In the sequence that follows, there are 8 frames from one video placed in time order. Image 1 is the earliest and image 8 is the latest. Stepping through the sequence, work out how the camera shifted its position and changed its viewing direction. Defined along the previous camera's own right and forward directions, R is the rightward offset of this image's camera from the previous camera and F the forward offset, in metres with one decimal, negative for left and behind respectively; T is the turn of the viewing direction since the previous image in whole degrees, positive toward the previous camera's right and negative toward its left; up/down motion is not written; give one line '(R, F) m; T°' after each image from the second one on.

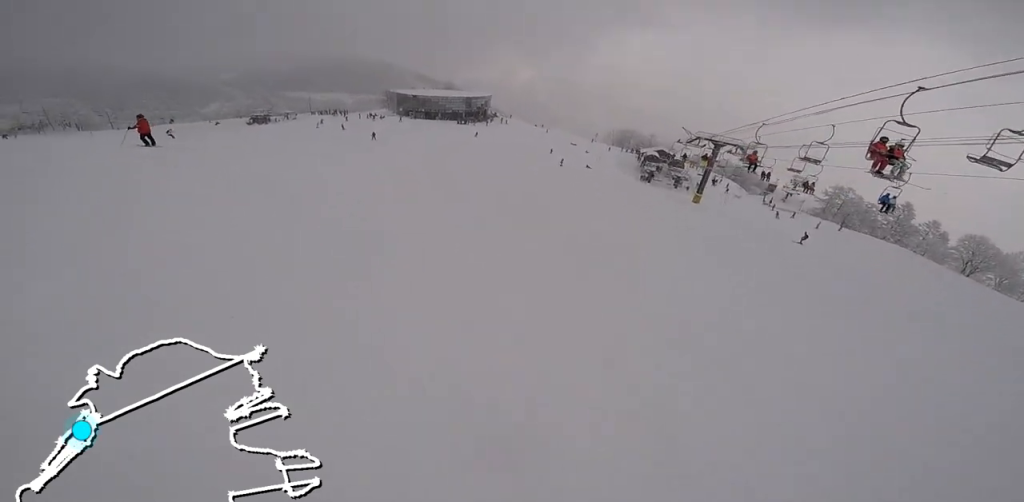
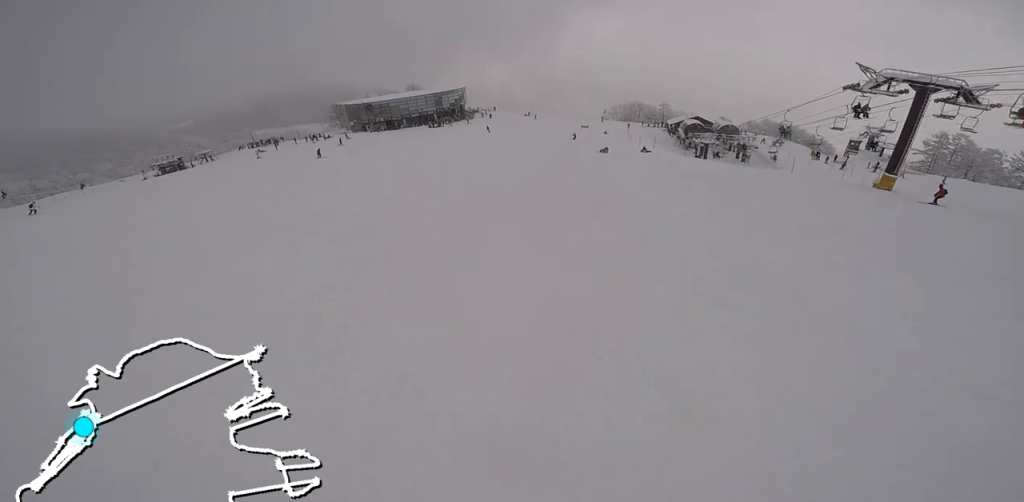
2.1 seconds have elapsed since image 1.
(-1.1, +27.5) m; +2°
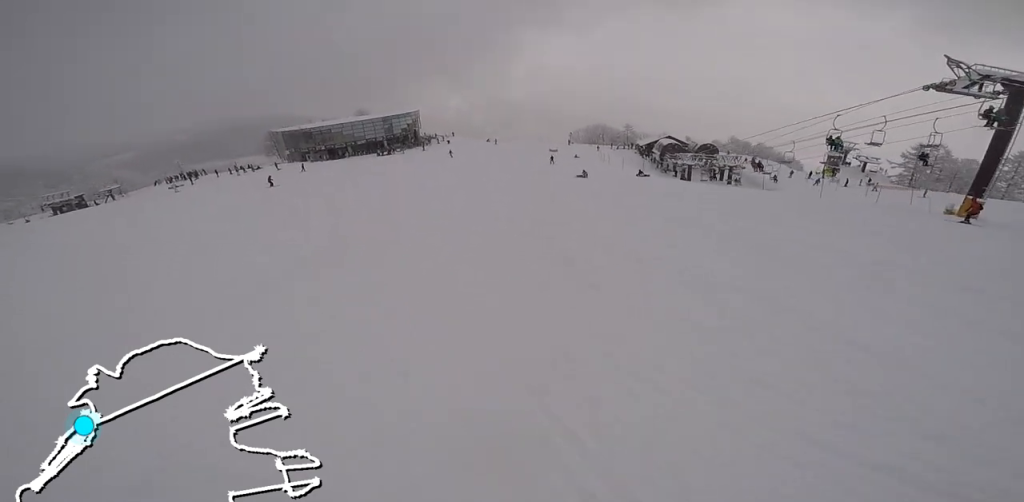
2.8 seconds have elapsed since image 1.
(+0.6, +10.1) m; +5°
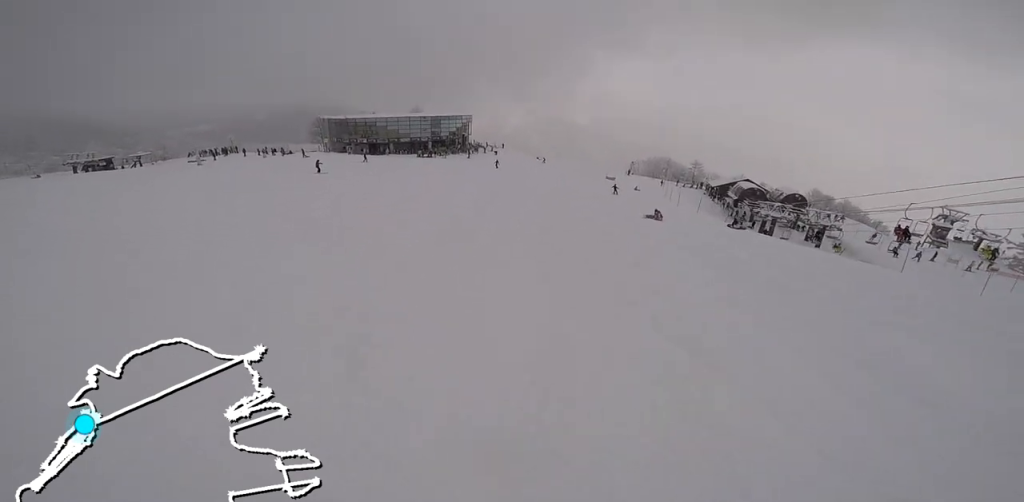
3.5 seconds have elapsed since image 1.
(+0.4, +9.2) m; +2°
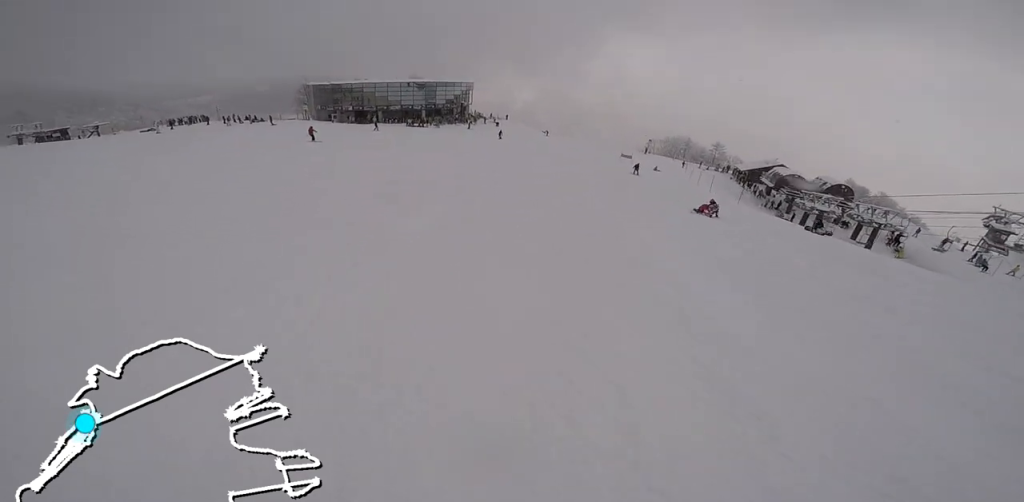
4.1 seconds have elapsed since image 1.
(+0.6, +7.9) m; -2°
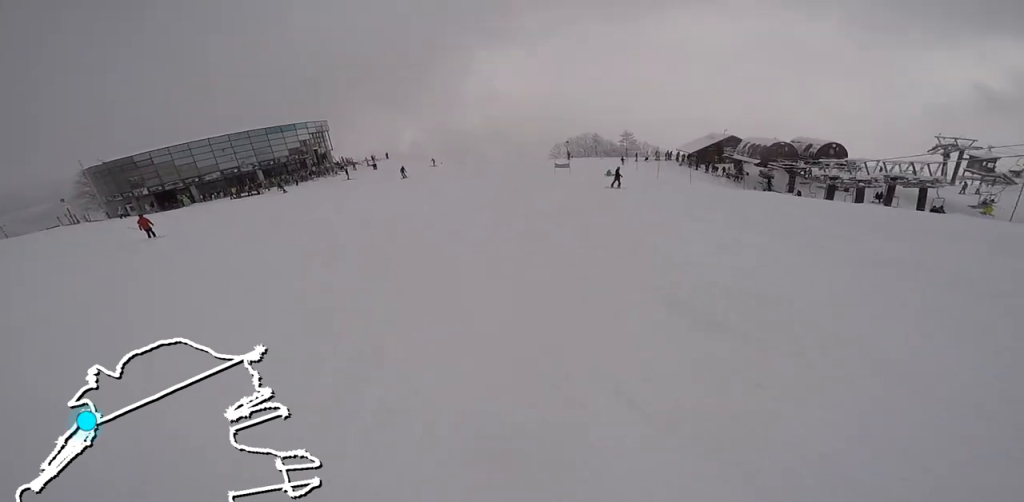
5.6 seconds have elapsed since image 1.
(-0.1, +19.2) m; +7°
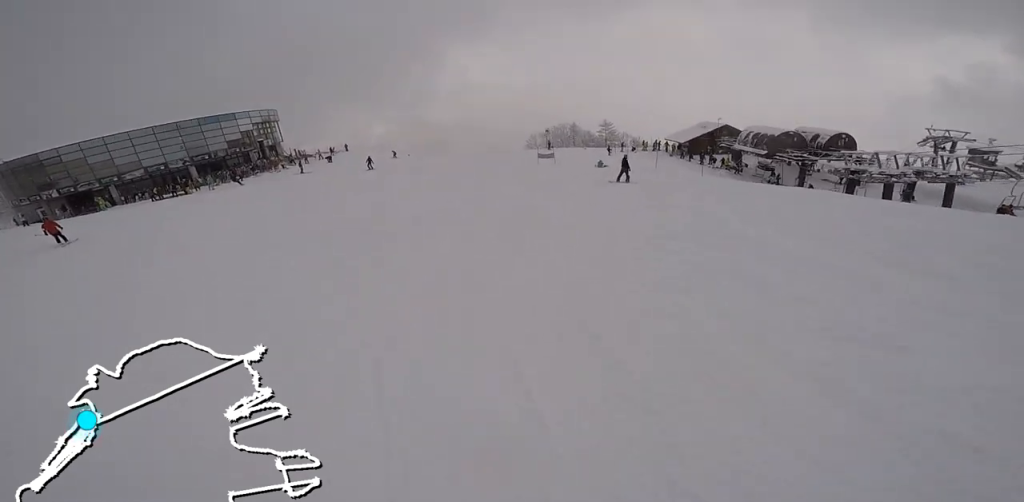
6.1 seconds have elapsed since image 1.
(+0.9, +5.8) m; +4°
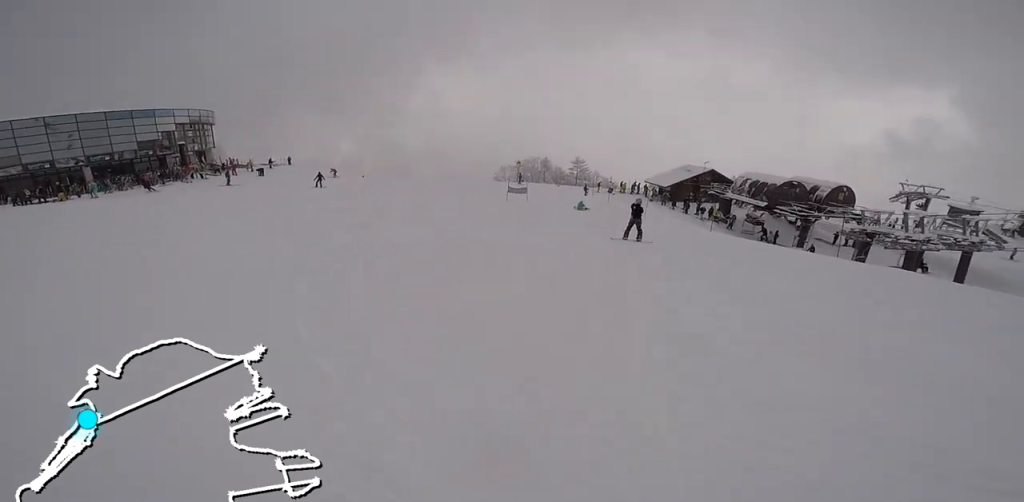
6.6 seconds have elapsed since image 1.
(-0.1, +6.7) m; -1°
